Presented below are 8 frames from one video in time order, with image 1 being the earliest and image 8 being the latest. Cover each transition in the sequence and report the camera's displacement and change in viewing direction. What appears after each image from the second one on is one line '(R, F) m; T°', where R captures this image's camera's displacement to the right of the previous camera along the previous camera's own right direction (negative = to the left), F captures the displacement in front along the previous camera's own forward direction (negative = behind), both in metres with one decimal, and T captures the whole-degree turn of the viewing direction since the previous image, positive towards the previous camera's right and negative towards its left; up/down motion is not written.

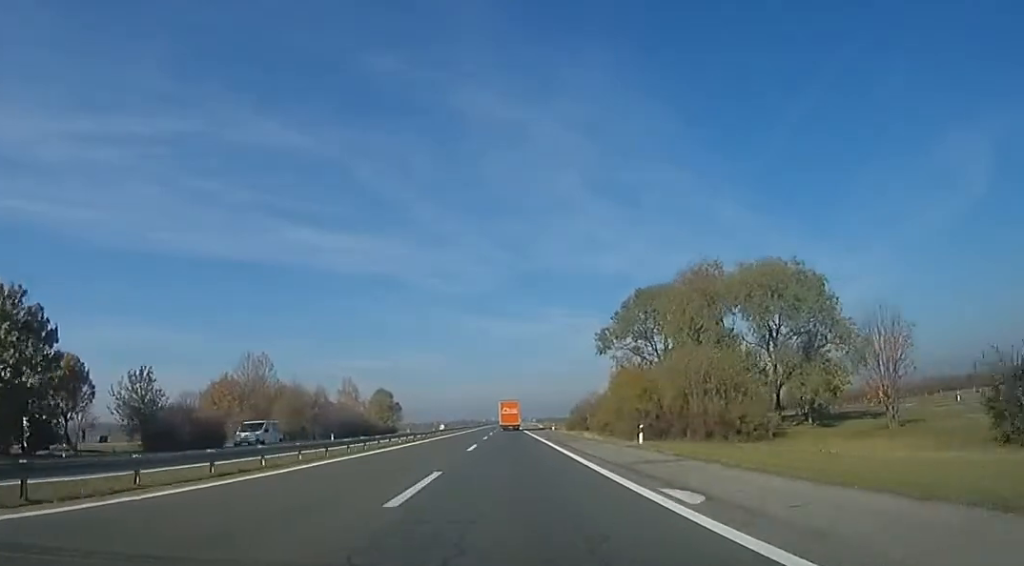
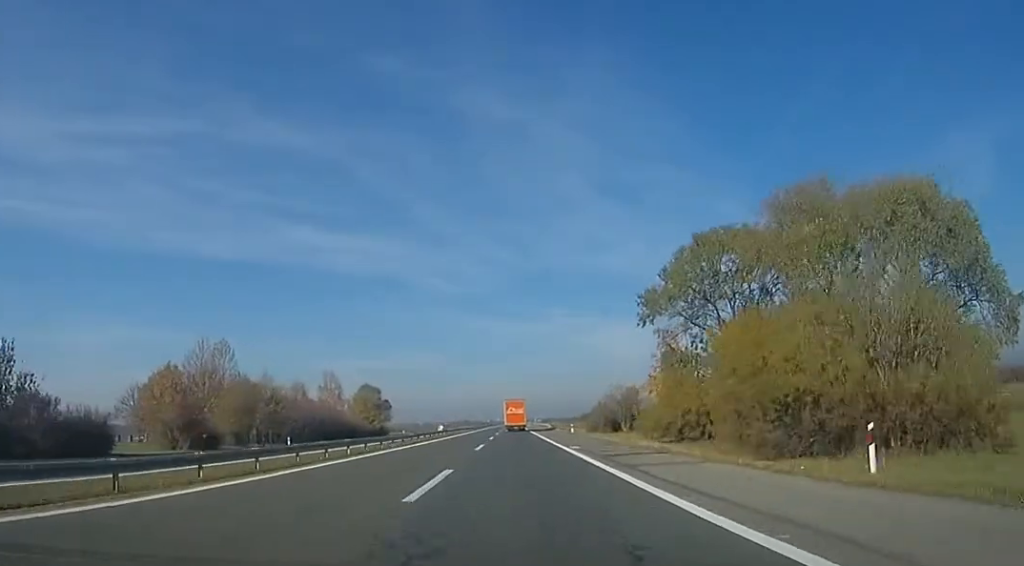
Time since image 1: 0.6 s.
(0.0, +17.2) m; 0°
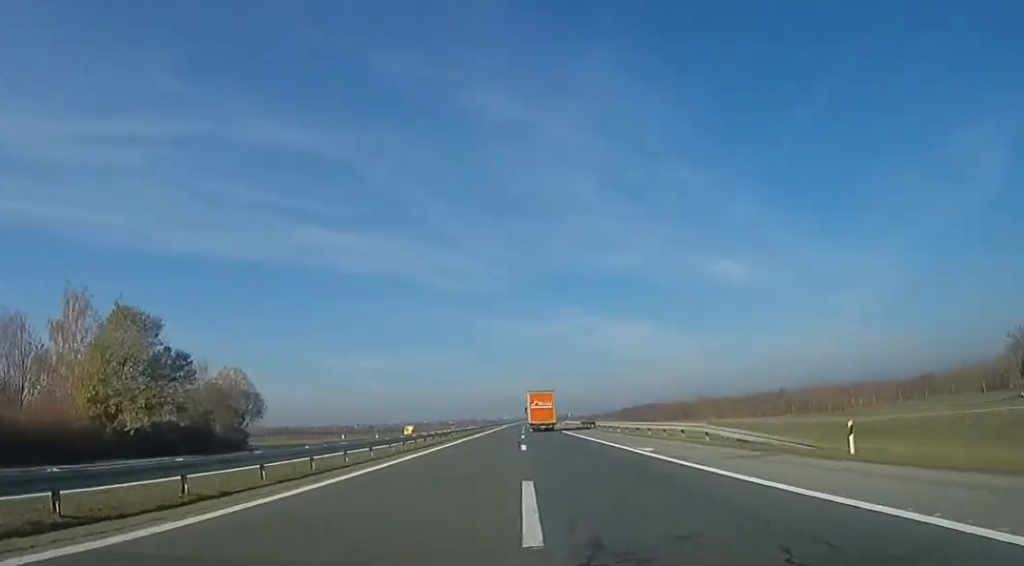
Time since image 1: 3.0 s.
(0.0, +76.0) m; 0°
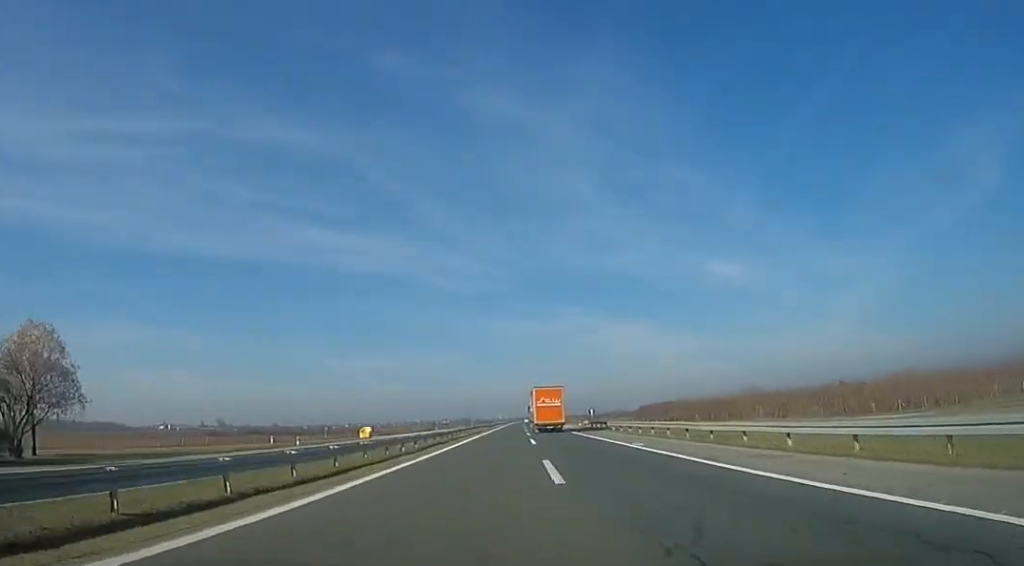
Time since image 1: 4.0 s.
(0.0, +31.3) m; -1°
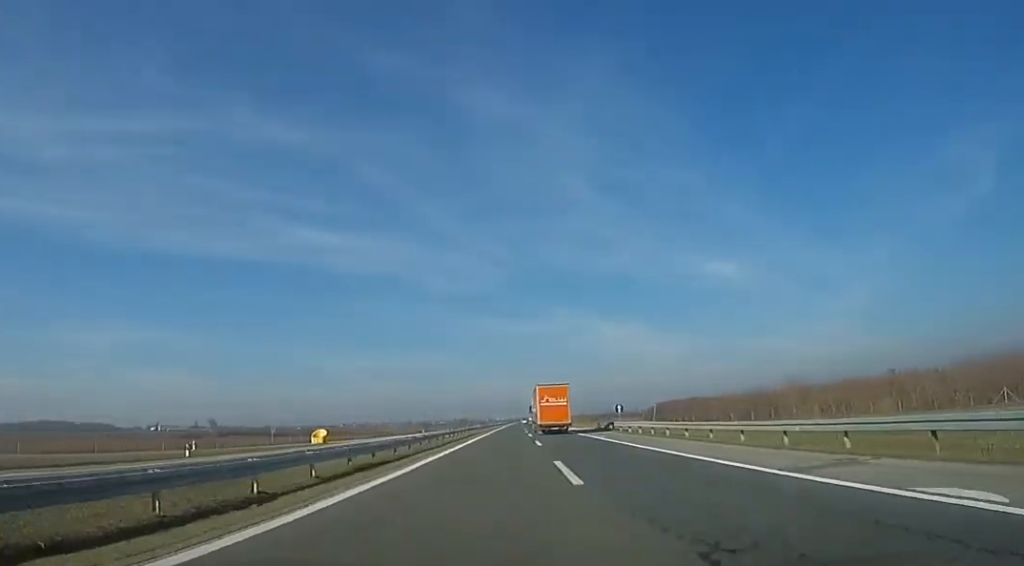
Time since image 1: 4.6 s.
(-0.2, +19.4) m; 0°
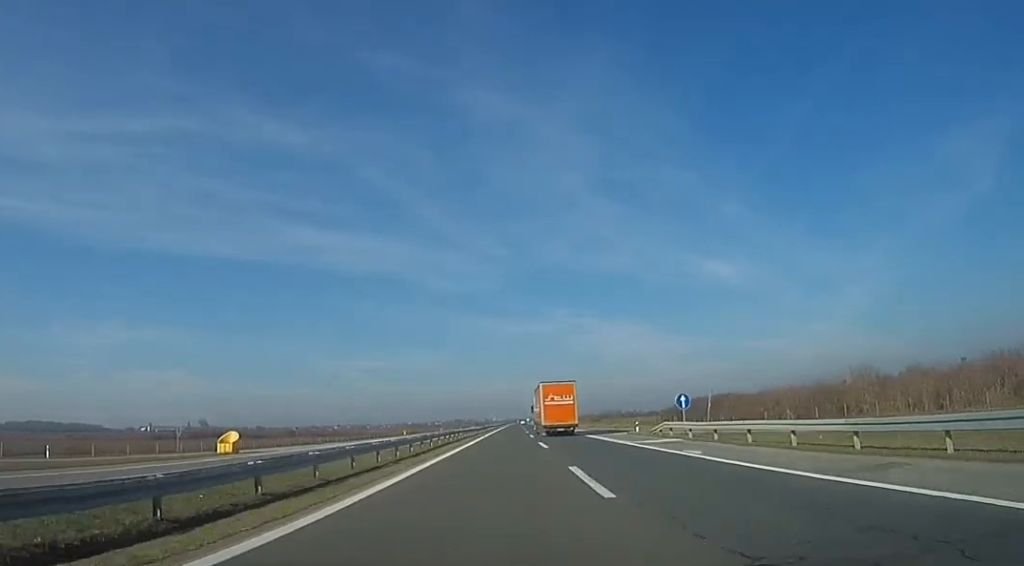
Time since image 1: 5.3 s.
(-0.1, +20.5) m; 0°
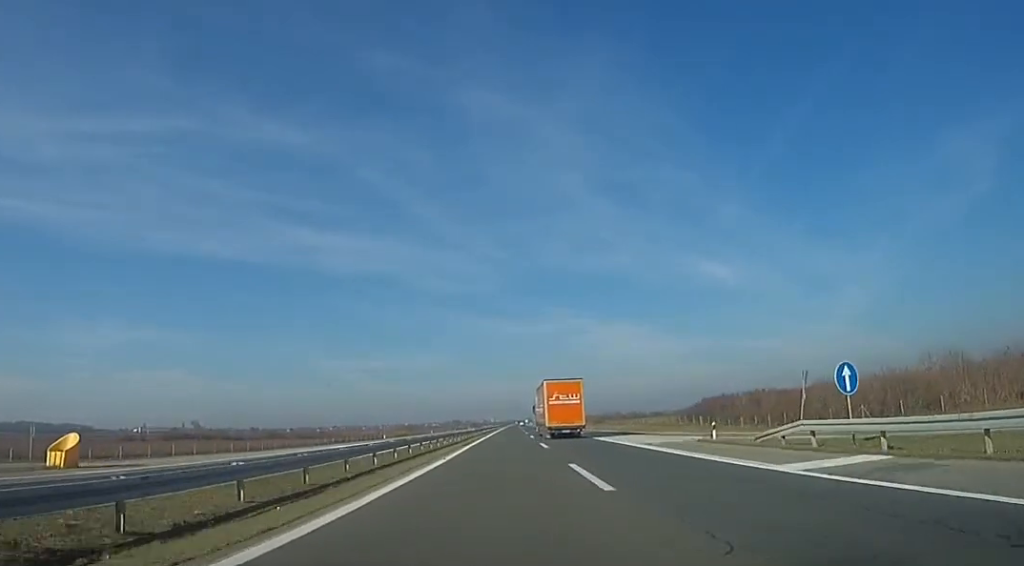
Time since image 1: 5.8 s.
(+0.2, +17.2) m; 0°
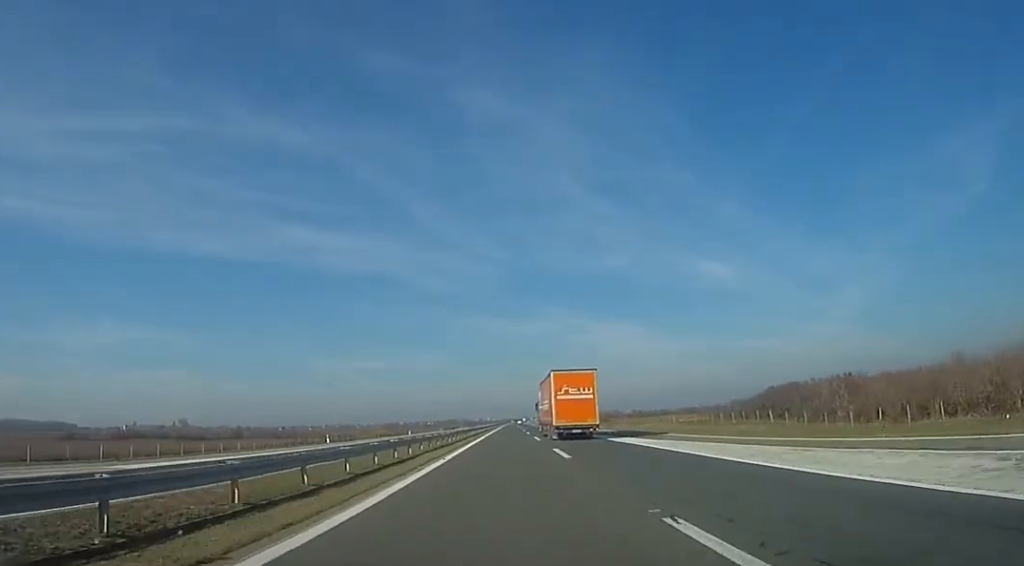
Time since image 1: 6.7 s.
(+0.1, +28.7) m; 0°
